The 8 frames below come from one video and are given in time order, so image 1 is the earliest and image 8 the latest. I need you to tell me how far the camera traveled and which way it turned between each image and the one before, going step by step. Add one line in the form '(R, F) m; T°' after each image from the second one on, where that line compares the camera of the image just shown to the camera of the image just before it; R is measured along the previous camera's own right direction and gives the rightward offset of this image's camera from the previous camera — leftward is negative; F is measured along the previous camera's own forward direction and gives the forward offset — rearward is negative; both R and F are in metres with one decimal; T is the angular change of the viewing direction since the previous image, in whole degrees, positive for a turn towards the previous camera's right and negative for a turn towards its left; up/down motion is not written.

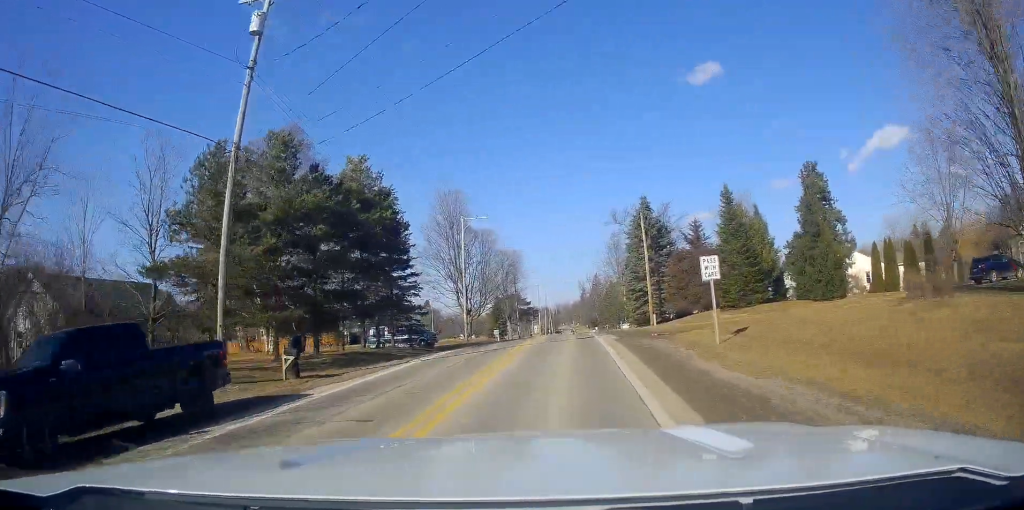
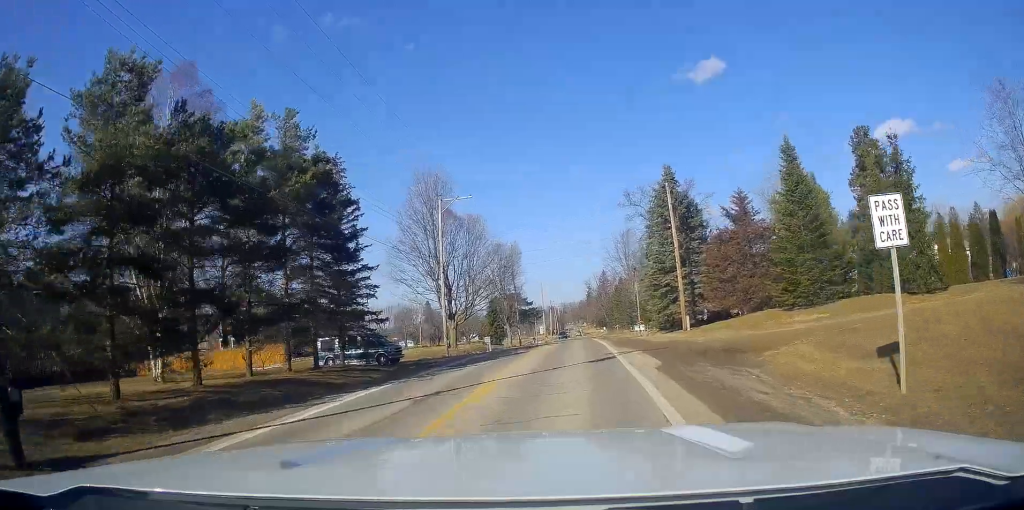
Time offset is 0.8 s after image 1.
(+0.1, +12.3) m; +2°
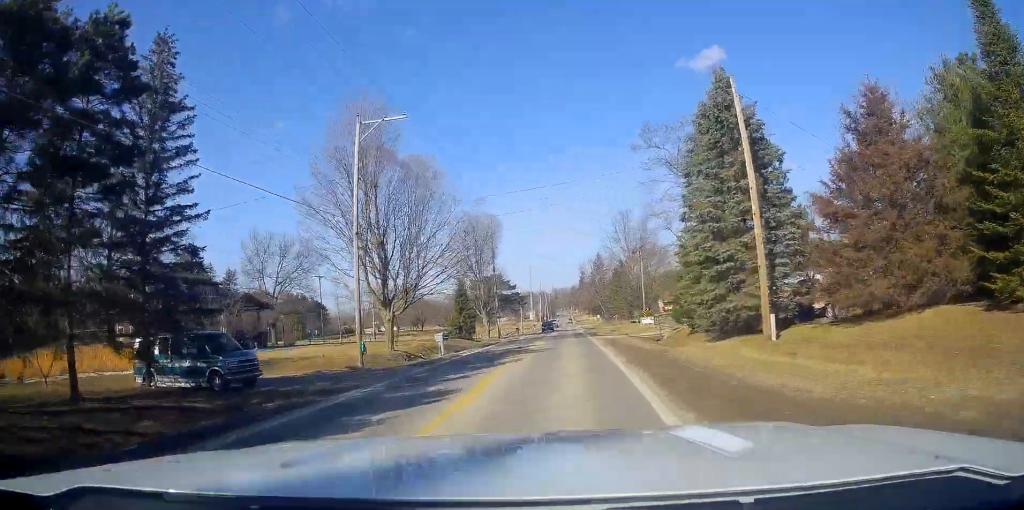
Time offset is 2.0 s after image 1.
(+0.4, +17.4) m; 0°
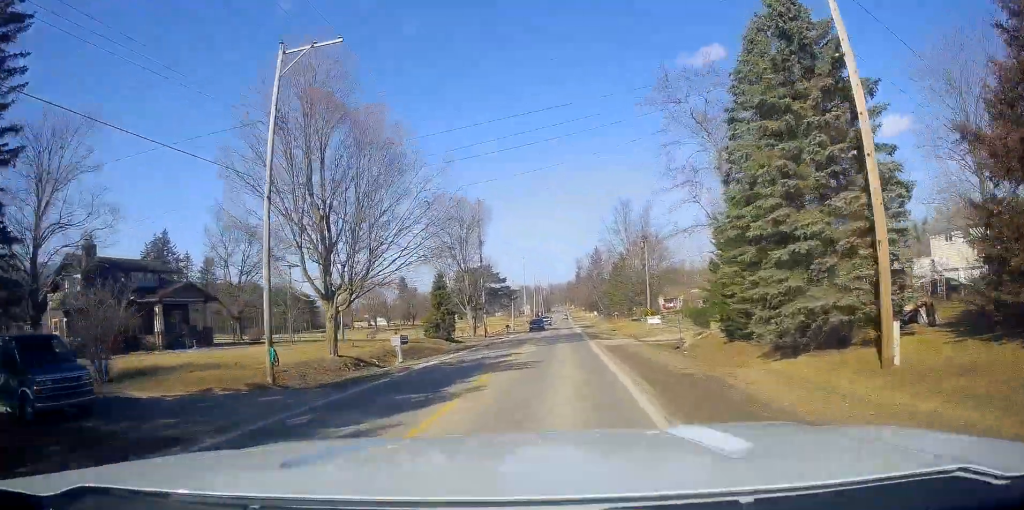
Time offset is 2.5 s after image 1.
(-0.1, +8.4) m; -1°
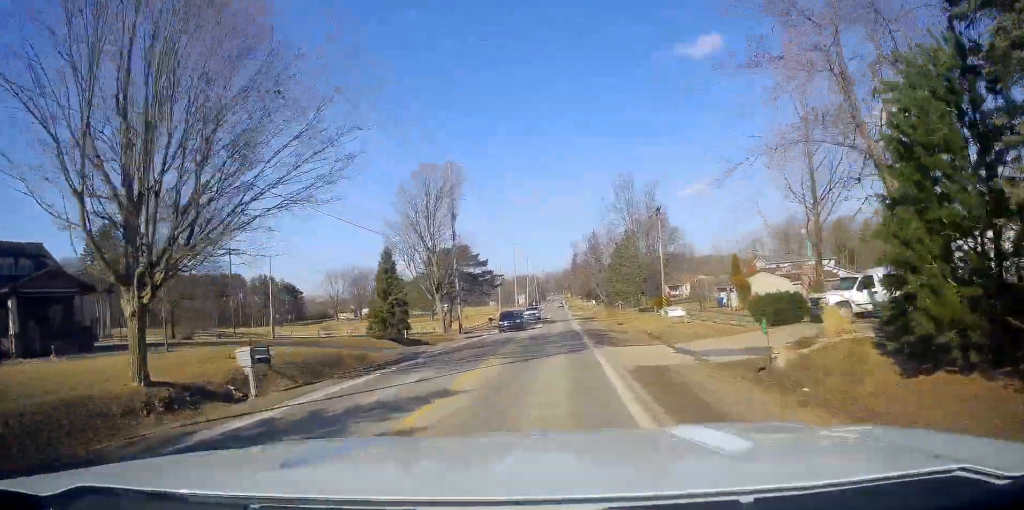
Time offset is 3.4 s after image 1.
(-0.4, +13.4) m; -1°
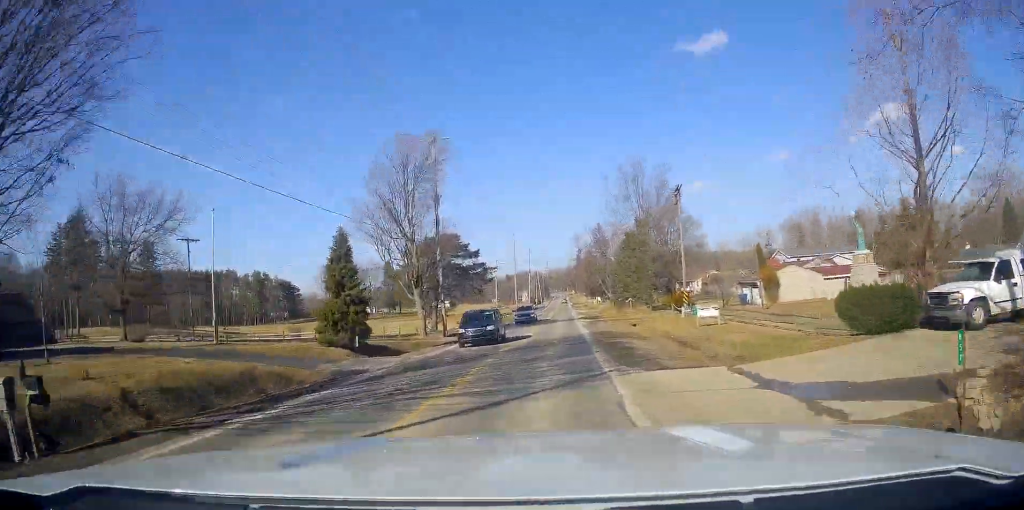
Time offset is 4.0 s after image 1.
(0.0, +7.9) m; 0°
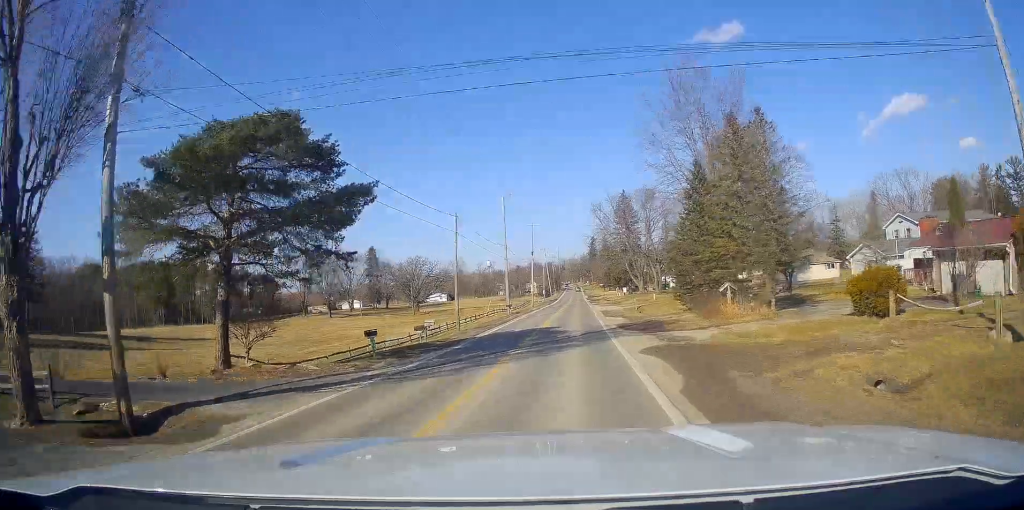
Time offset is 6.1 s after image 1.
(+0.9, +35.4) m; +1°
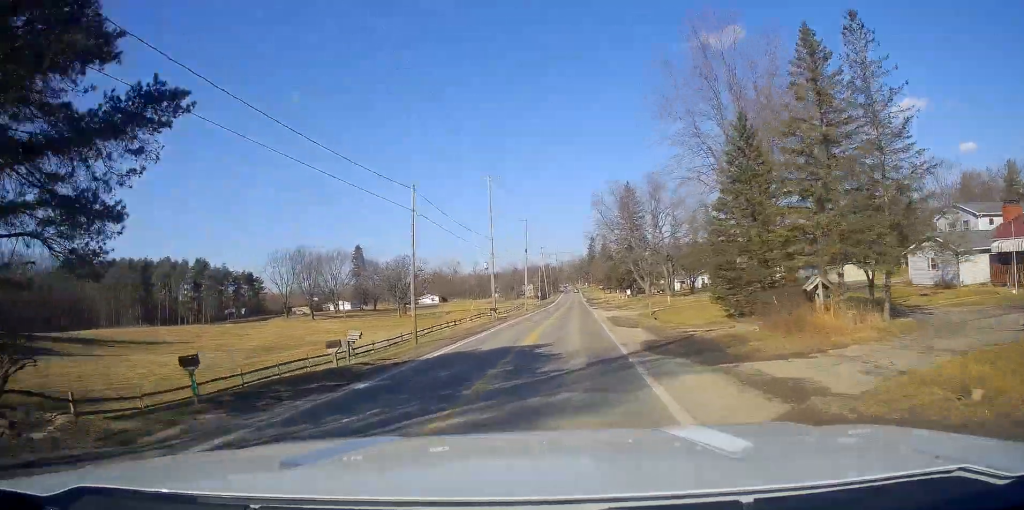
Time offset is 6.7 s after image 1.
(-0.3, +11.3) m; -1°
